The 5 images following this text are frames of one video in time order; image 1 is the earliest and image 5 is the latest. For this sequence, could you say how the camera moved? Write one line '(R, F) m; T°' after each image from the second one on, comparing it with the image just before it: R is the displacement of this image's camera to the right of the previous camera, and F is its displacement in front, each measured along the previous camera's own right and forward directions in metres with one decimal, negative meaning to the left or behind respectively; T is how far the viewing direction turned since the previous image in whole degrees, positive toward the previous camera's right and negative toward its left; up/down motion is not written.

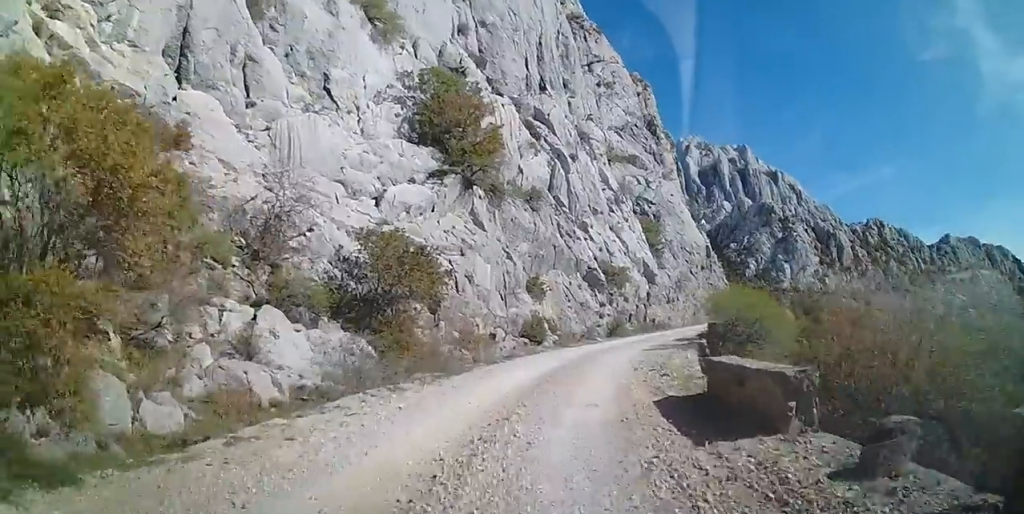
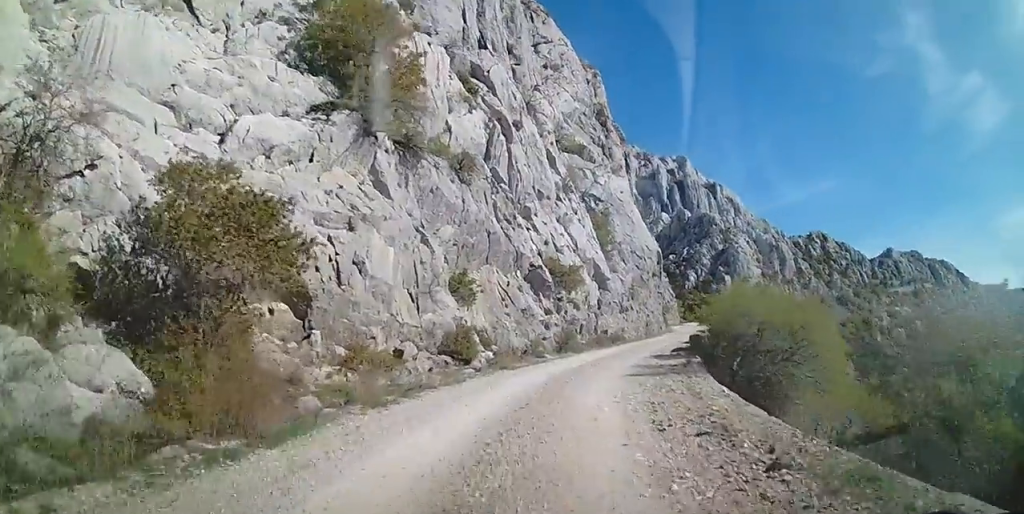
(0.0, +7.5) m; +6°
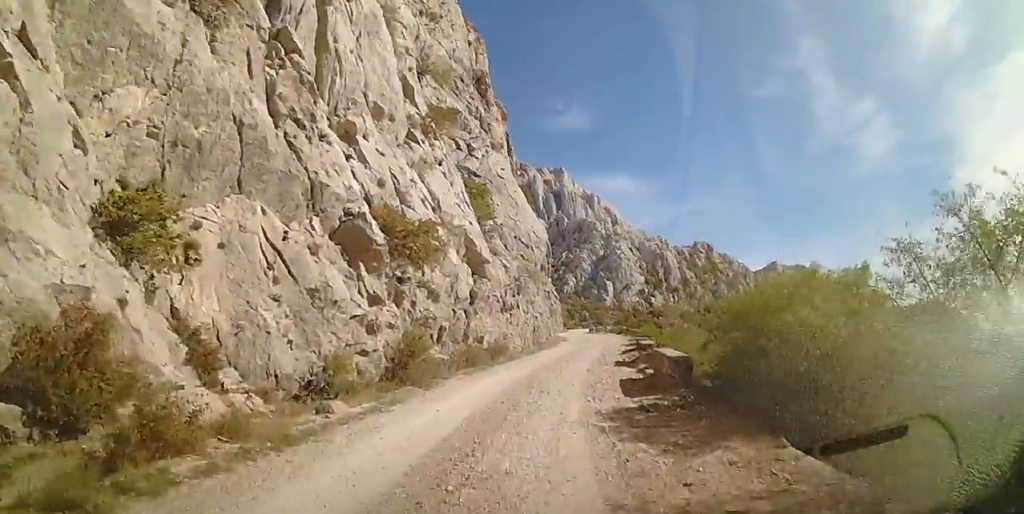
(+1.8, +12.2) m; +12°
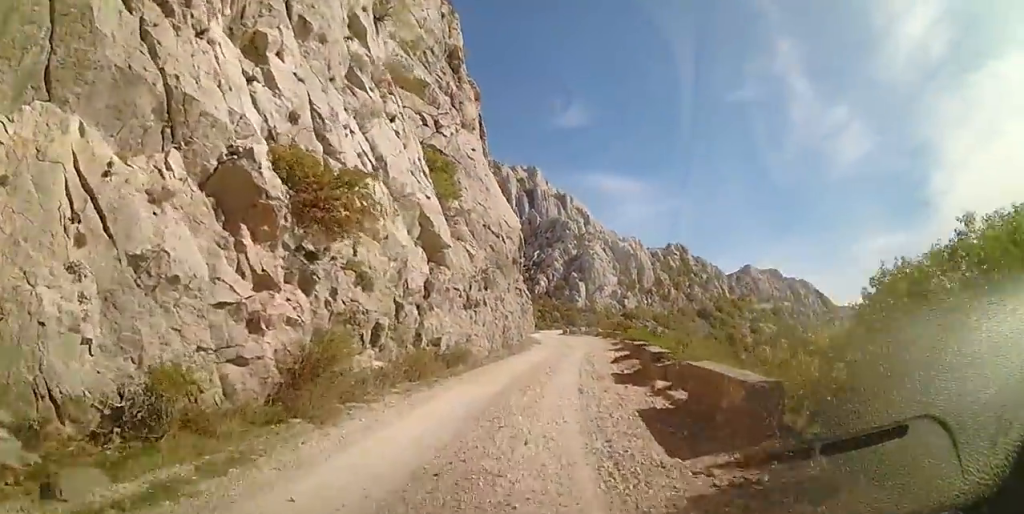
(+0.1, +4.8) m; +1°
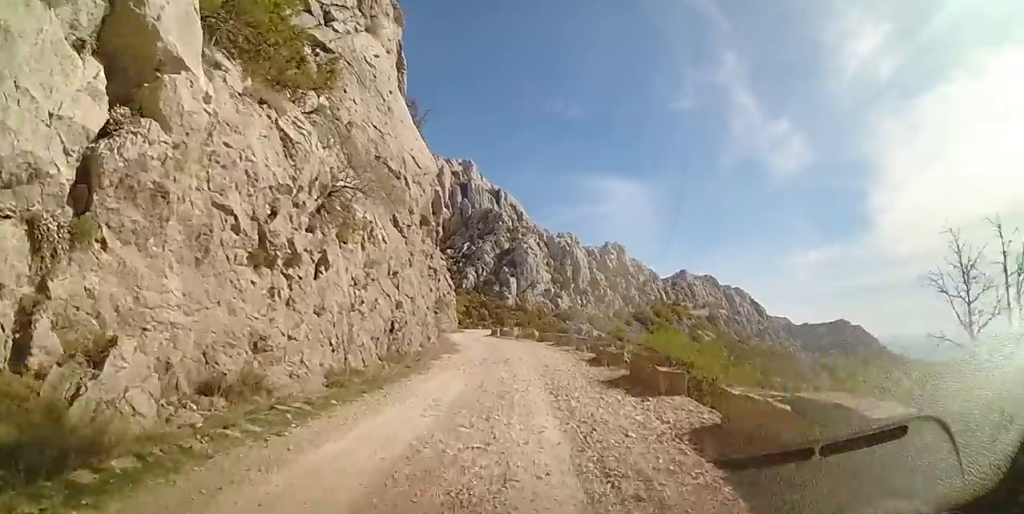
(+1.0, +14.8) m; +12°
